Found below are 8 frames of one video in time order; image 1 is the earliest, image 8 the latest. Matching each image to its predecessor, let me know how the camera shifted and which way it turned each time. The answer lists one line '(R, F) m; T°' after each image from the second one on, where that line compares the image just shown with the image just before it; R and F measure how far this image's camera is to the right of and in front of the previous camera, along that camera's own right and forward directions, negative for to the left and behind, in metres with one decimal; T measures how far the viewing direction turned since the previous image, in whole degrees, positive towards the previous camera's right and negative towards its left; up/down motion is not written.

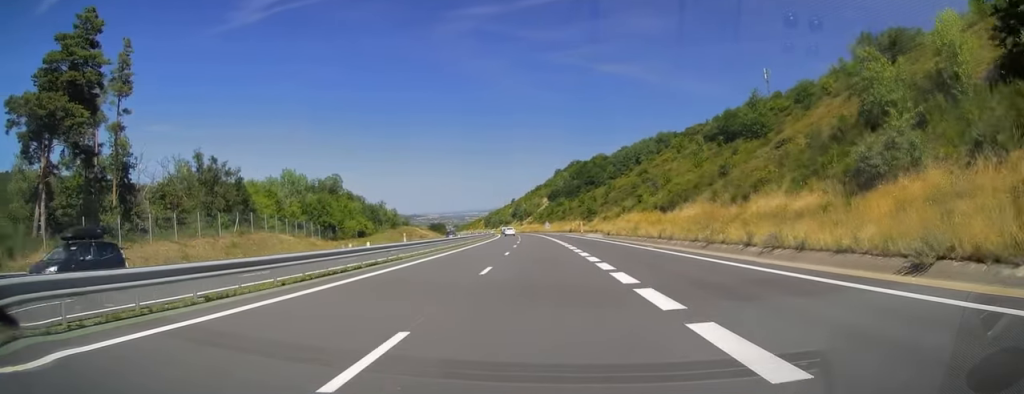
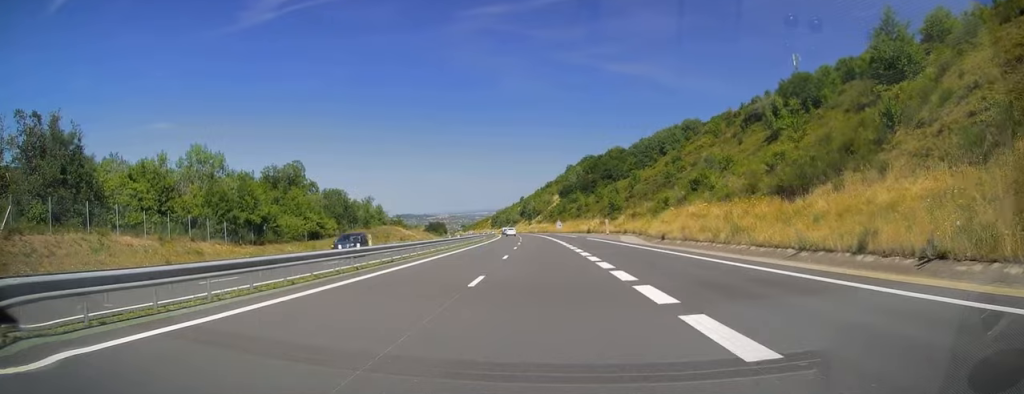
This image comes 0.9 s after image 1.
(-0.2, +29.7) m; -1°
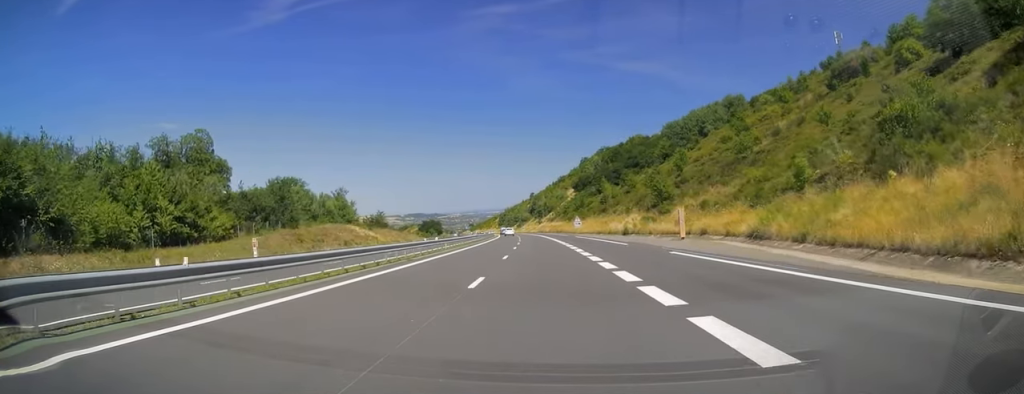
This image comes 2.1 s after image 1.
(-0.7, +39.4) m; -1°
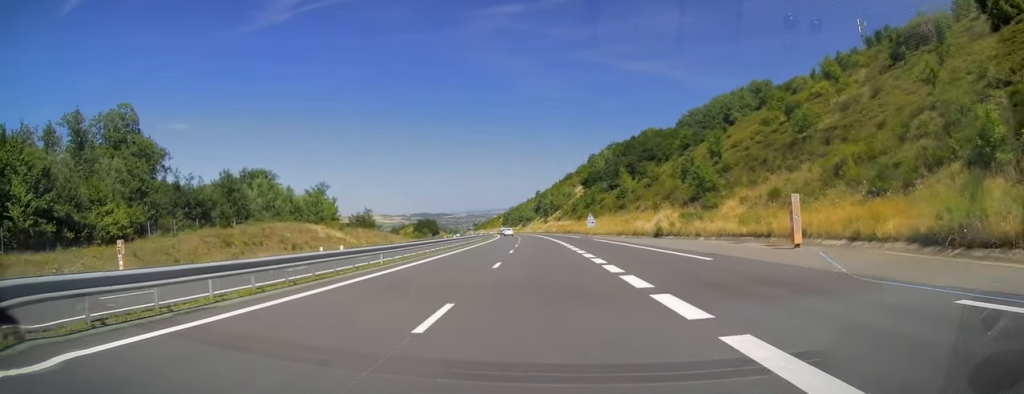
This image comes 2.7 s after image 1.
(-0.1, +19.0) m; -1°
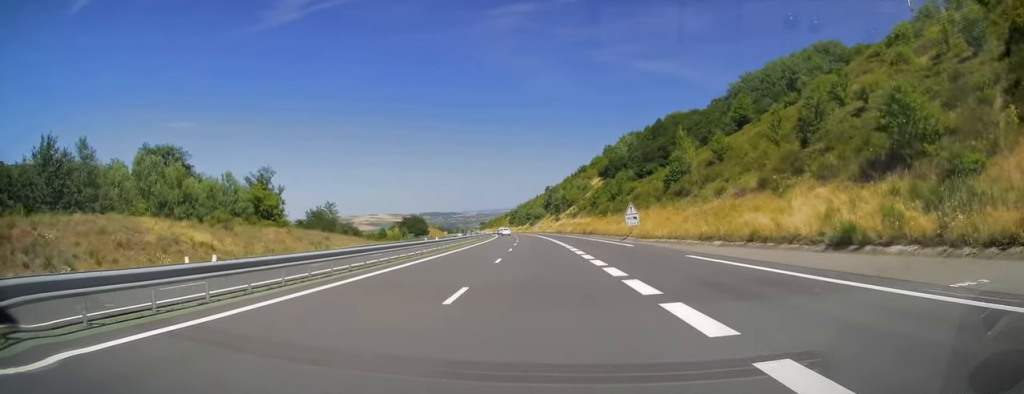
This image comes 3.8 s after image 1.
(-0.2, +36.2) m; -1°
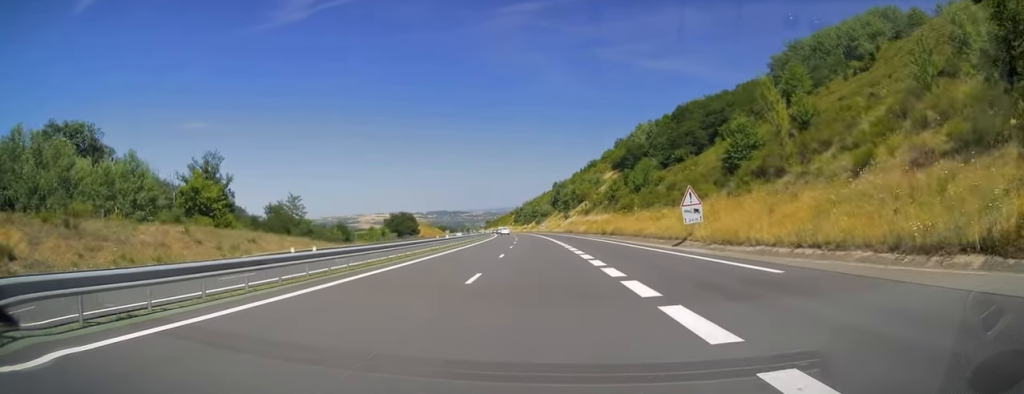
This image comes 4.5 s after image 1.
(-0.2, +22.2) m; -1°
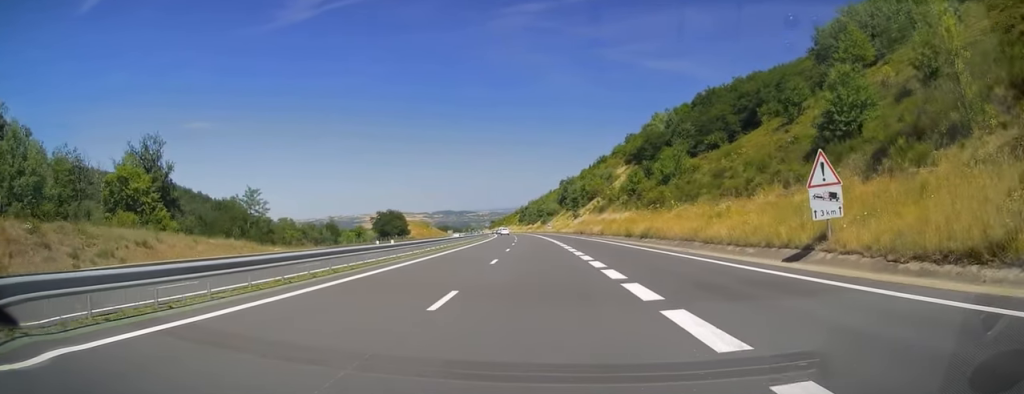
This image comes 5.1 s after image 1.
(0.0, +17.9) m; -1°
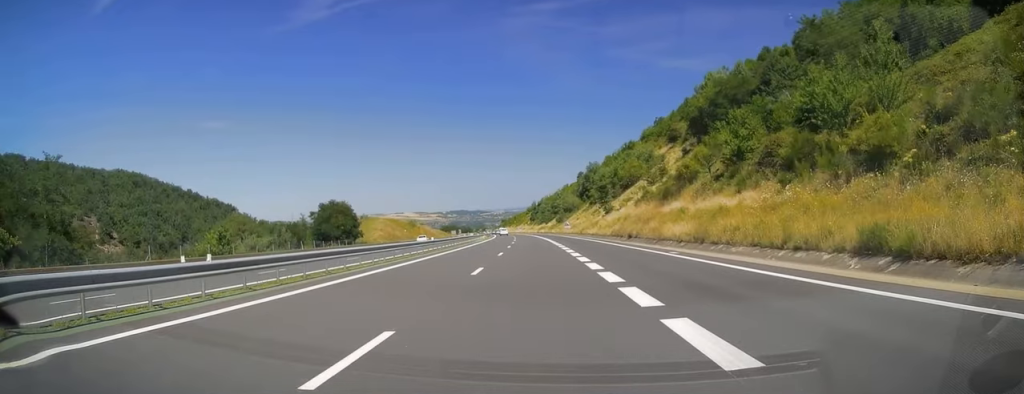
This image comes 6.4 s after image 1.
(-0.6, +44.3) m; -1°
